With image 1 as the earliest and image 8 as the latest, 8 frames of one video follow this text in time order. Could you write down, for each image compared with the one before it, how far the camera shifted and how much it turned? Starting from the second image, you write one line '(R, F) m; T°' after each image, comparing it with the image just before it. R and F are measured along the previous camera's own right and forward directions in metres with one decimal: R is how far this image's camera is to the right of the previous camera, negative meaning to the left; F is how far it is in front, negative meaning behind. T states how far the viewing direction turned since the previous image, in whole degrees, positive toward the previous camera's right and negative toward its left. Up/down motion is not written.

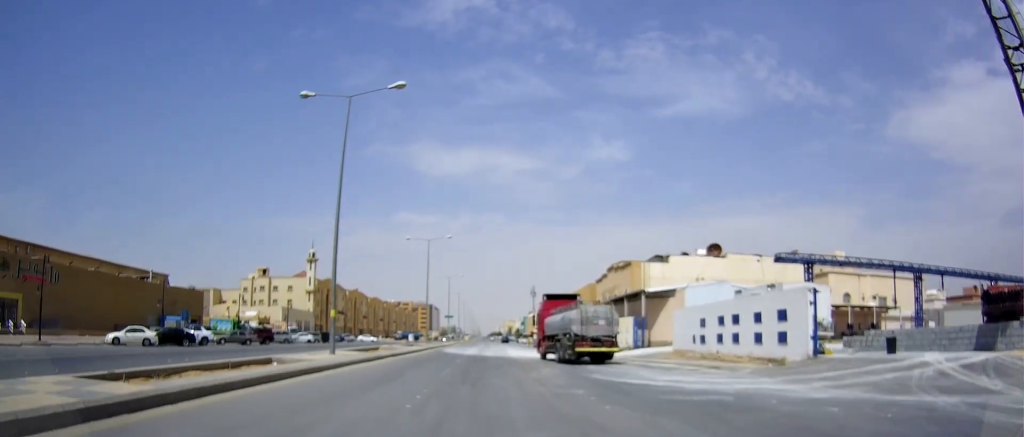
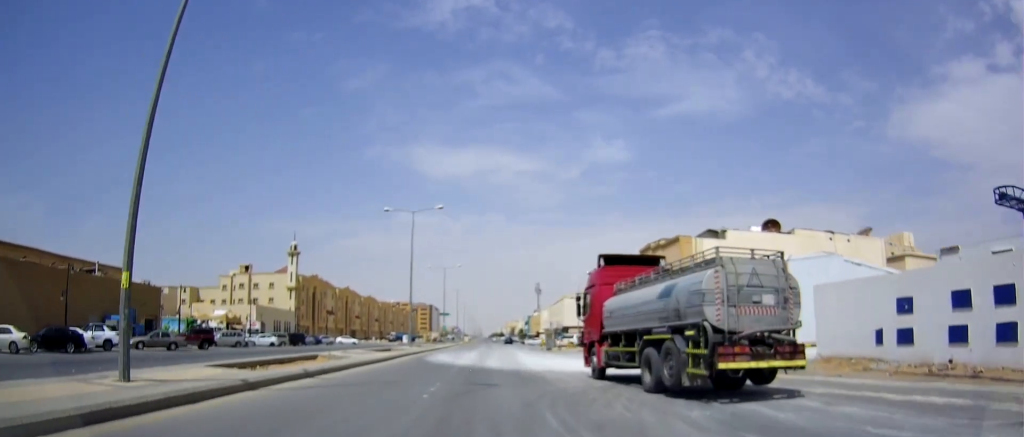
(0.0, +16.2) m; +1°
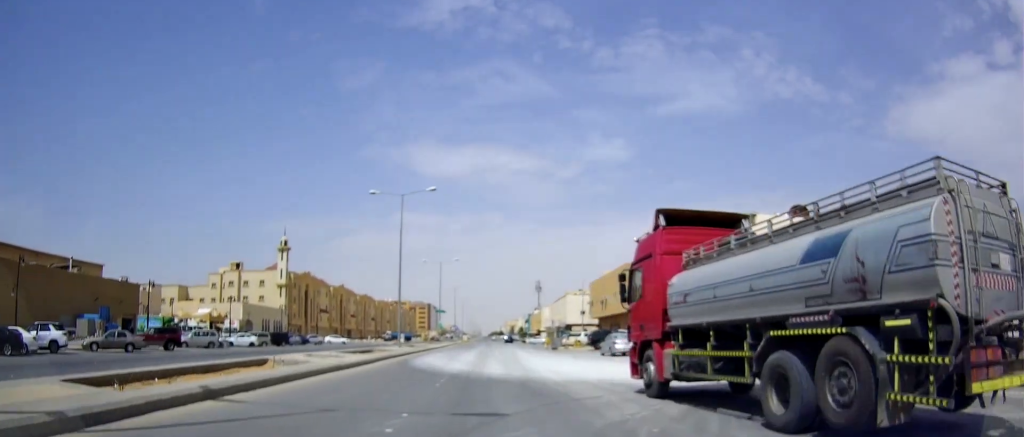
(0.0, +6.4) m; 0°
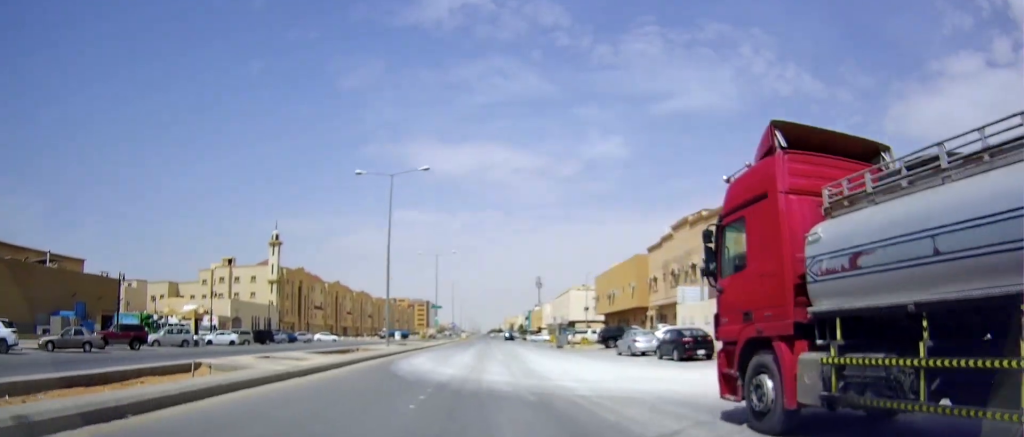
(0.0, +5.3) m; 0°
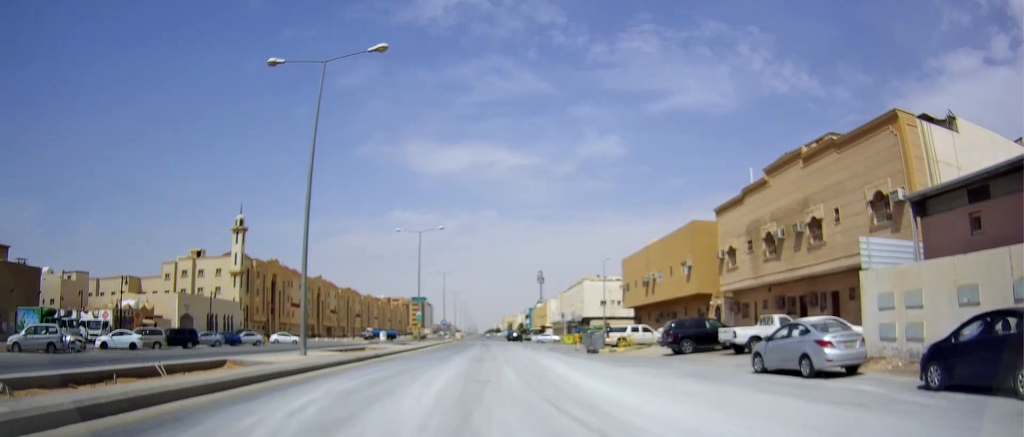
(-0.2, +19.4) m; -1°
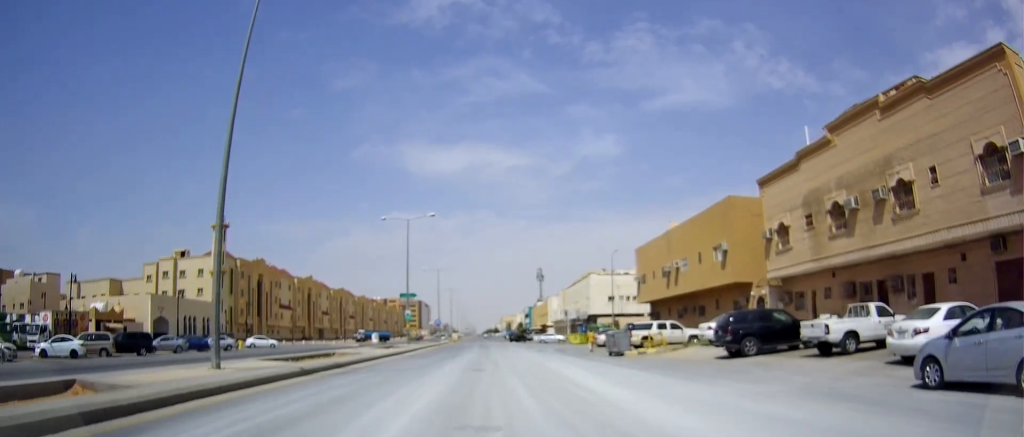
(0.0, +7.9) m; 0°
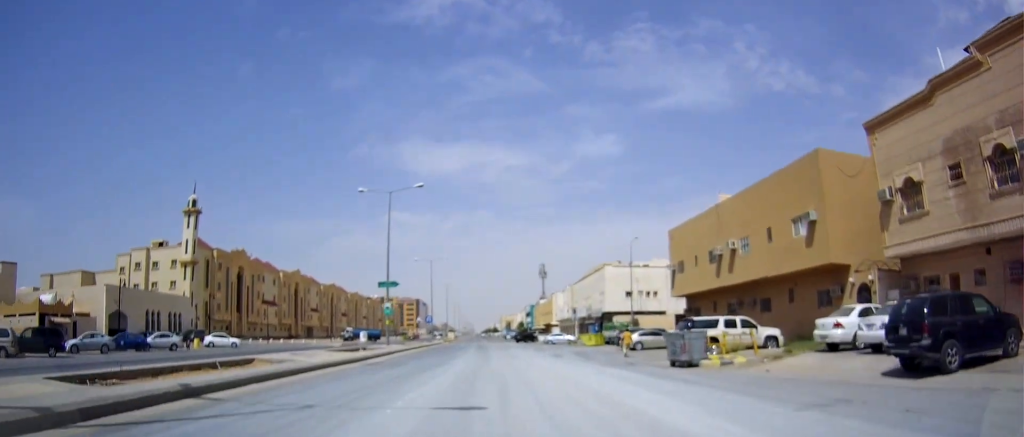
(+0.2, +11.4) m; +1°
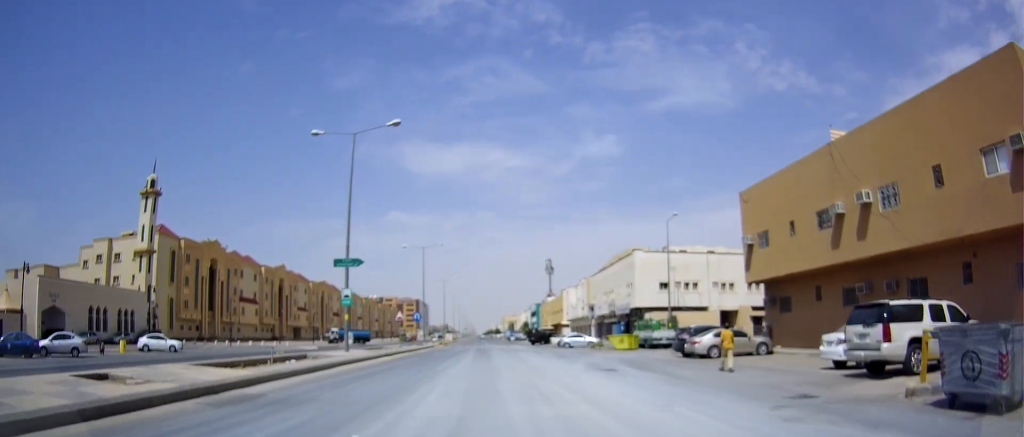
(0.0, +13.9) m; -1°
